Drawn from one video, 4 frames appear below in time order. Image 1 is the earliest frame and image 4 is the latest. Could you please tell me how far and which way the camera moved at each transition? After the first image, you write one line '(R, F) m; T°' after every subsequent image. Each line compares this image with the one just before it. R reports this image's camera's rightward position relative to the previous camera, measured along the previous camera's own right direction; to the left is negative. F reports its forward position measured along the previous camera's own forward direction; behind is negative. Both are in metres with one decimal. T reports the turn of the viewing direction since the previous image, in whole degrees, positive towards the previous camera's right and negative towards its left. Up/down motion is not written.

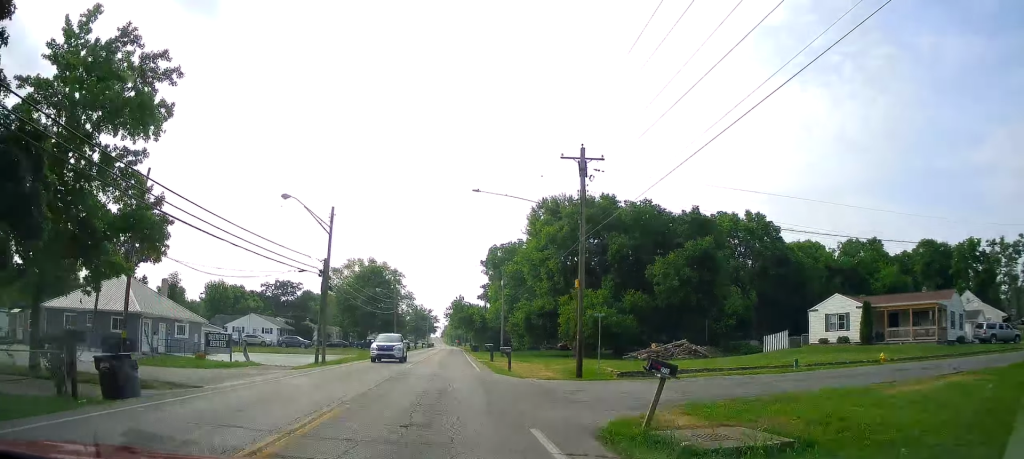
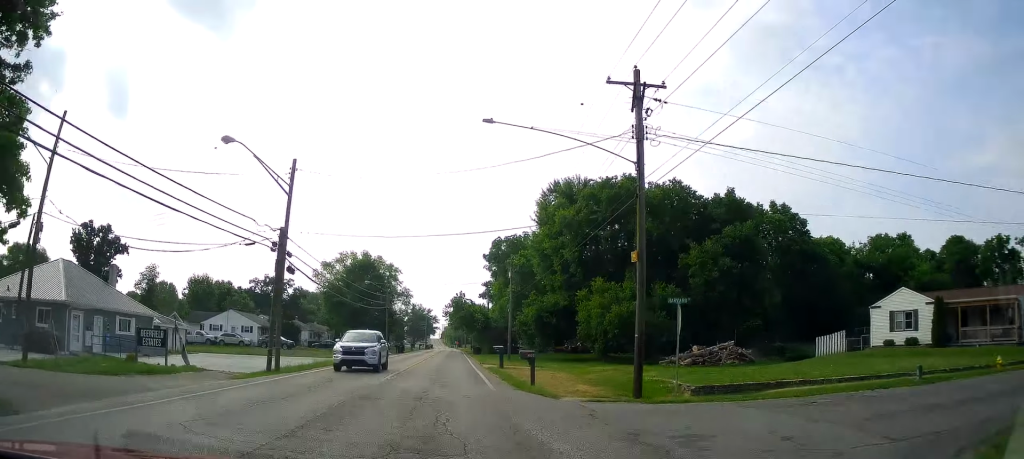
(0.0, +8.6) m; 0°
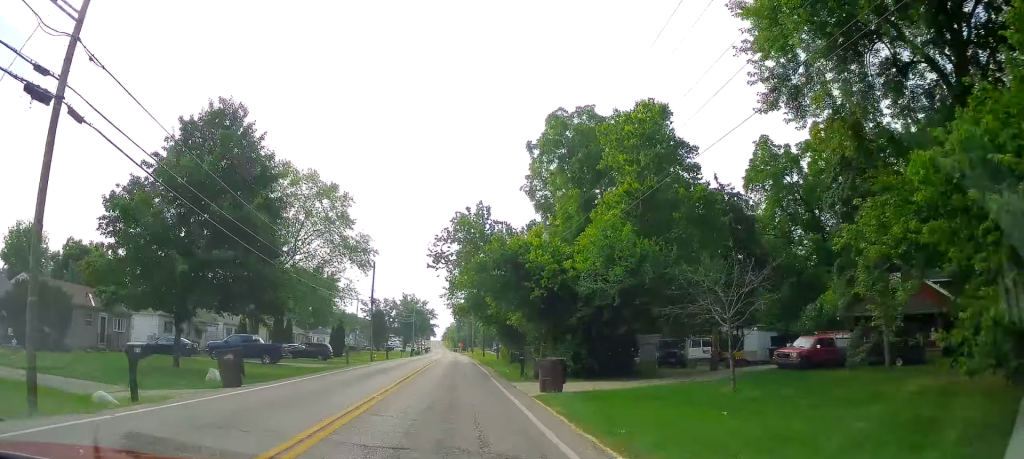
(+0.4, +52.0) m; 0°
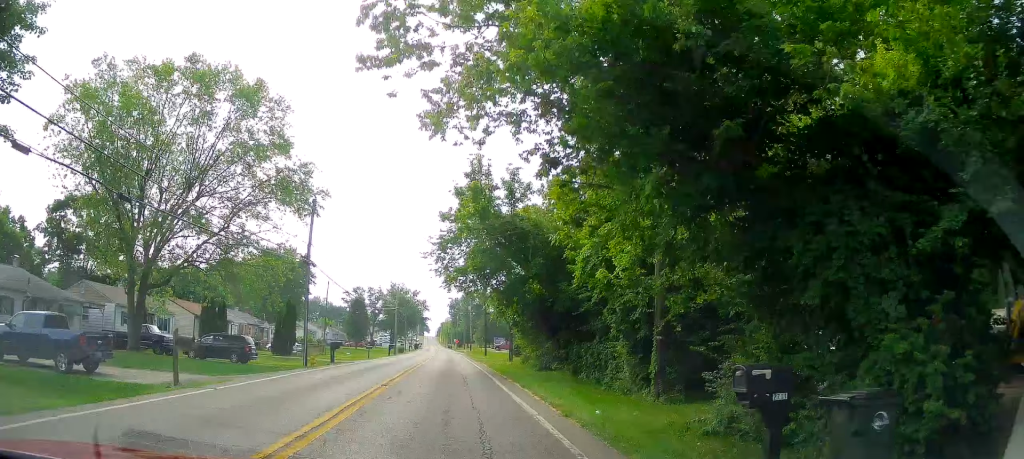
(-0.2, +24.5) m; -1°
